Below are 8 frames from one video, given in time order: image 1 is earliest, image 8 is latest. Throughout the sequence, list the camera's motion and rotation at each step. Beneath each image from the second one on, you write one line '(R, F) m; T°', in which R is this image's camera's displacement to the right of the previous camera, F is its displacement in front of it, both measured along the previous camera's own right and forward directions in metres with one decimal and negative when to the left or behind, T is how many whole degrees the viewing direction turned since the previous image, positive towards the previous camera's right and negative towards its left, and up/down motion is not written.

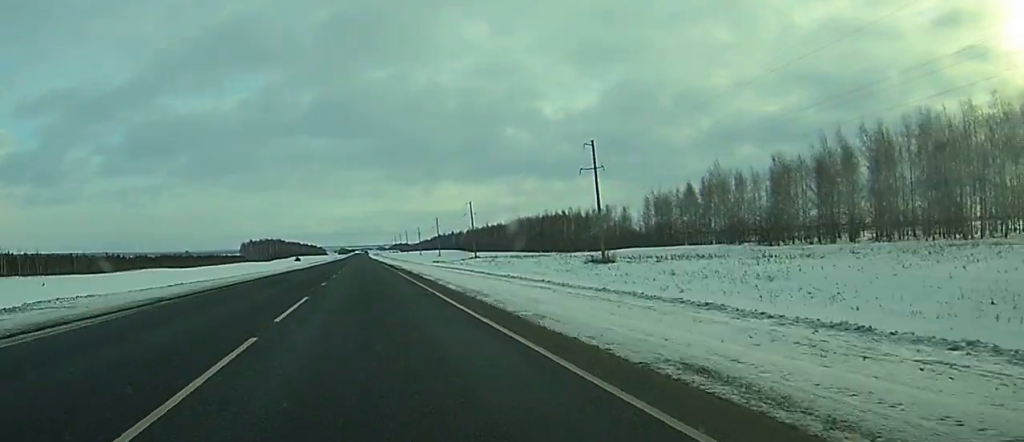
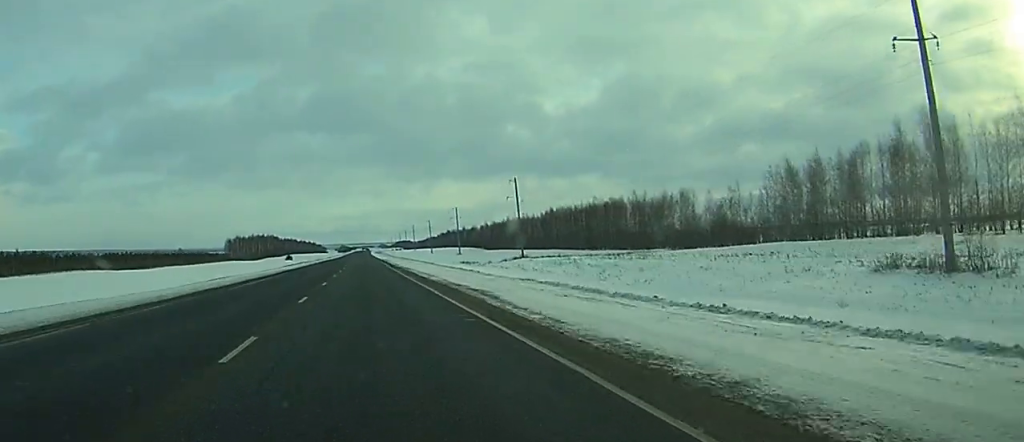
(-0.1, +60.0) m; 0°
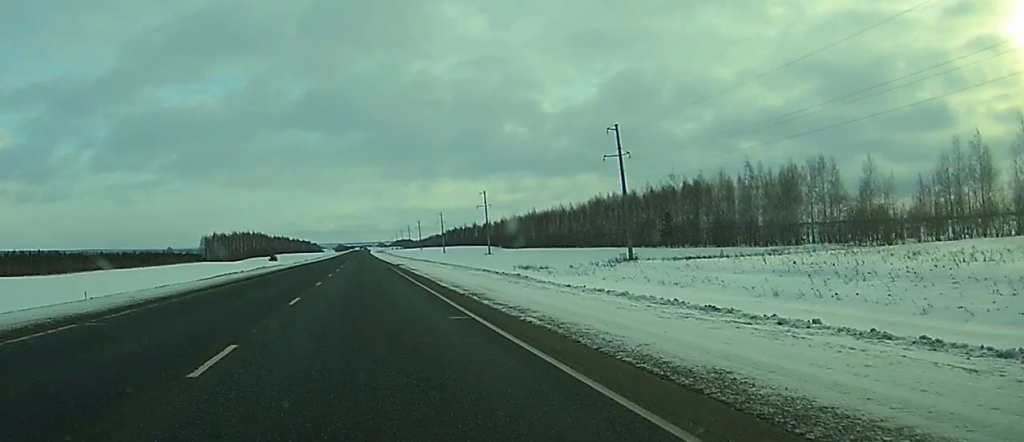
(+0.2, +61.2) m; 0°
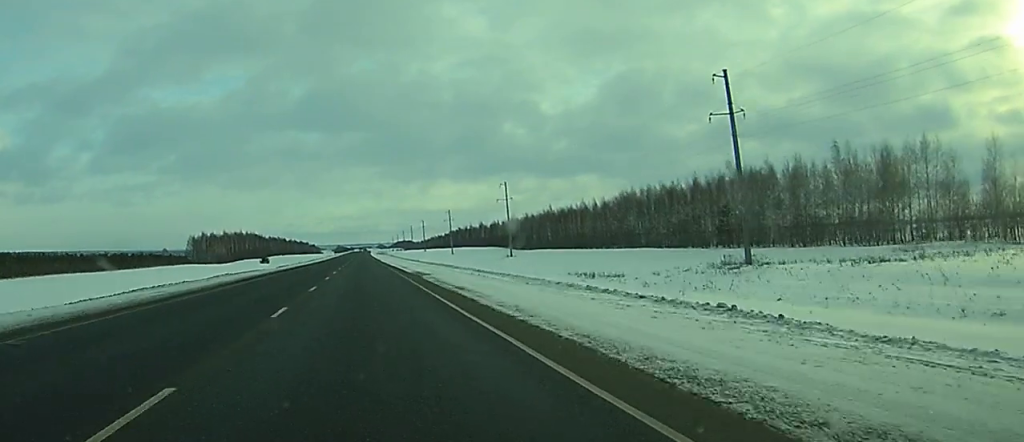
(0.0, +27.7) m; 0°
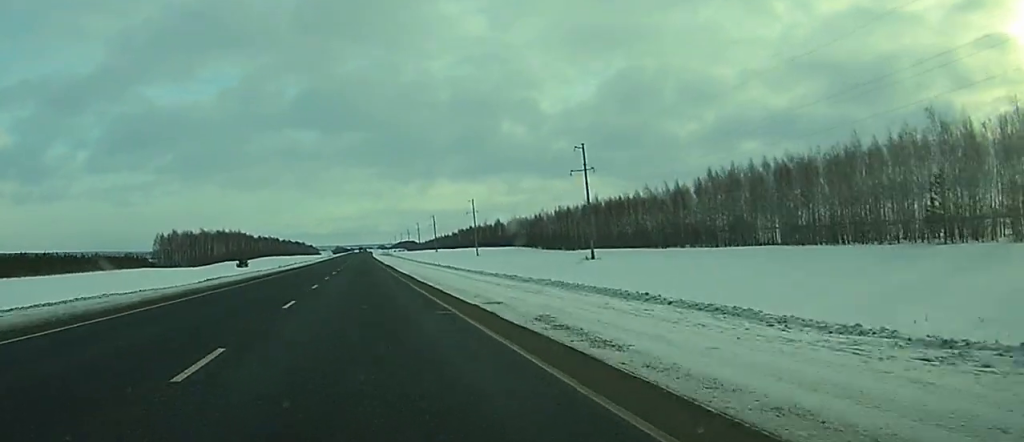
(-0.1, +56.6) m; 0°
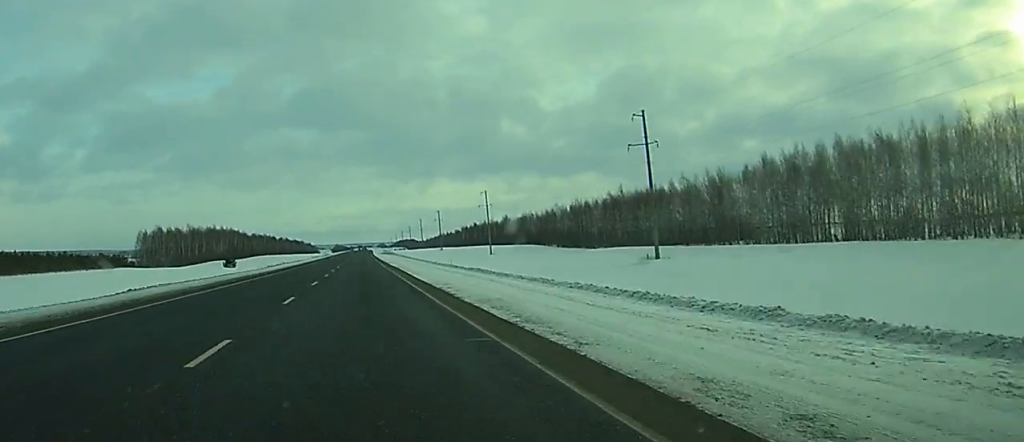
(0.0, +22.9) m; 0°
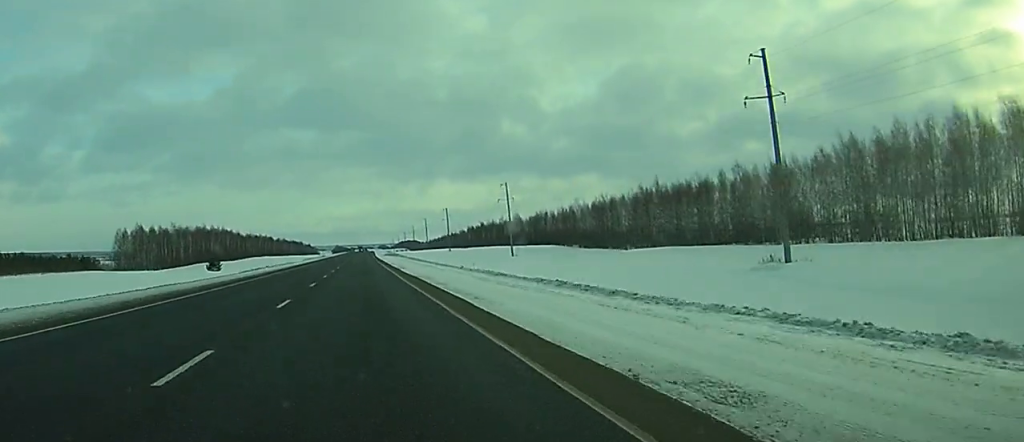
(0.0, +25.4) m; 0°
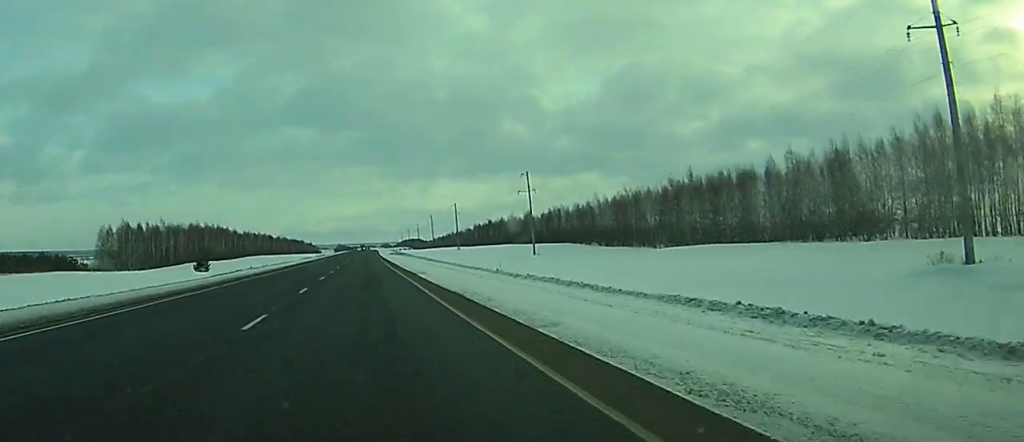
(-0.1, +18.1) m; 0°
